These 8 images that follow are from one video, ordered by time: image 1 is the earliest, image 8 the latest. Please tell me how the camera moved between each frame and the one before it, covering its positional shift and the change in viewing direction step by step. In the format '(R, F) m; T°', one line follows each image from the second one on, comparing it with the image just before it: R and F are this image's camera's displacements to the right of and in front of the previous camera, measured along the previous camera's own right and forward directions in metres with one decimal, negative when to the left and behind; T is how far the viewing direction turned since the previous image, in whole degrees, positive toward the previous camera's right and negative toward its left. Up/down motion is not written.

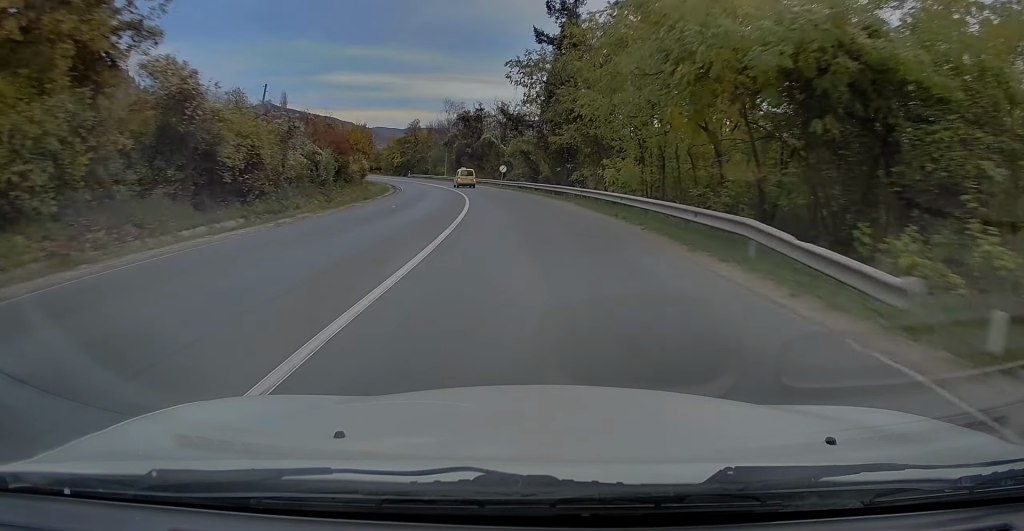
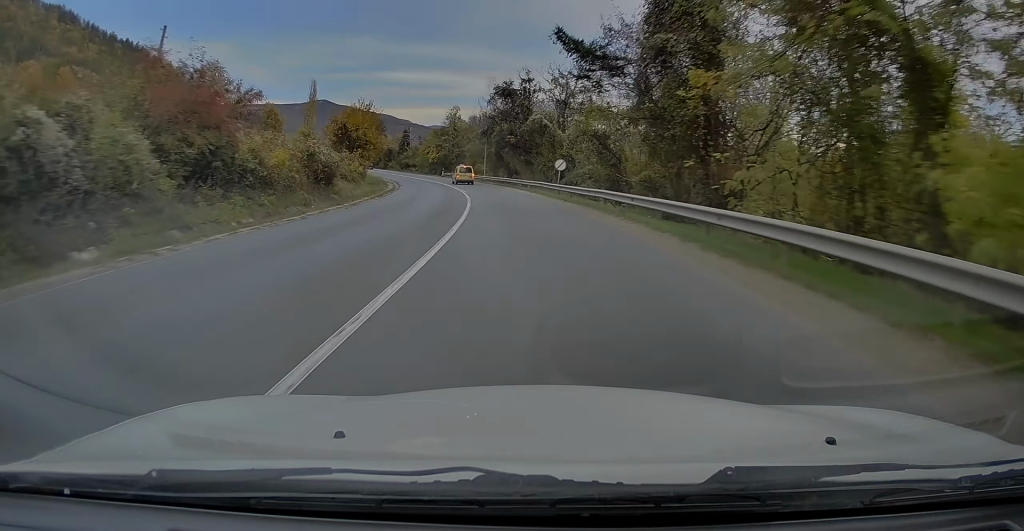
(-1.6, +25.0) m; -6°
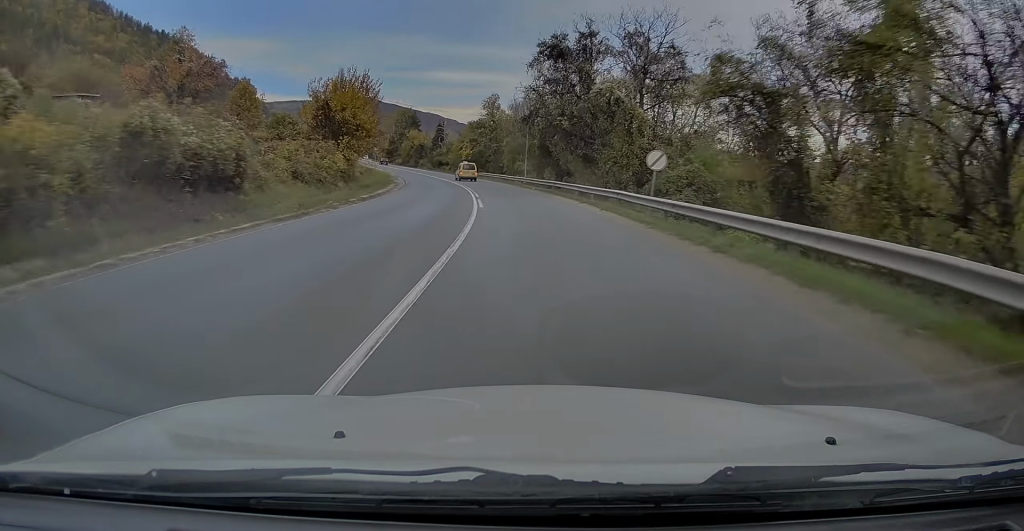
(-0.8, +19.2) m; -4°
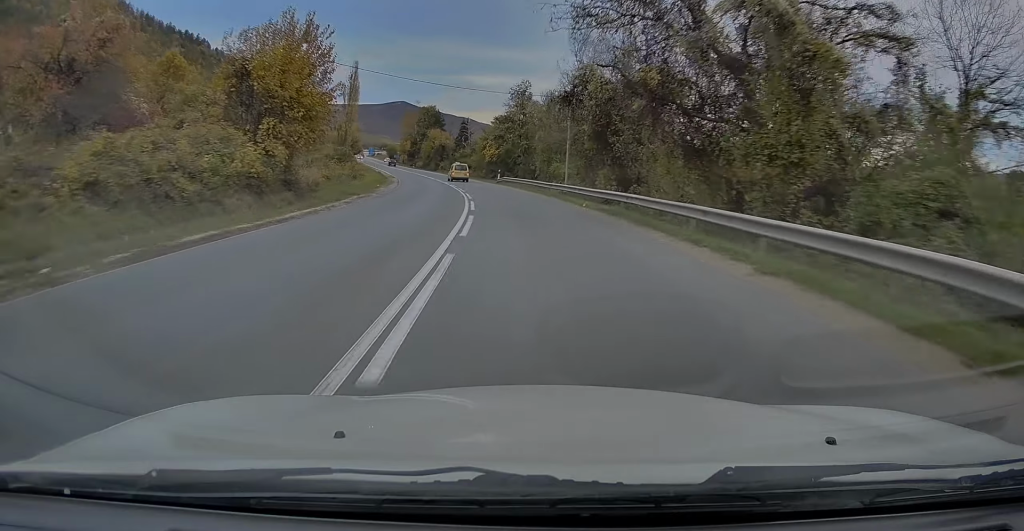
(-0.5, +18.6) m; -2°
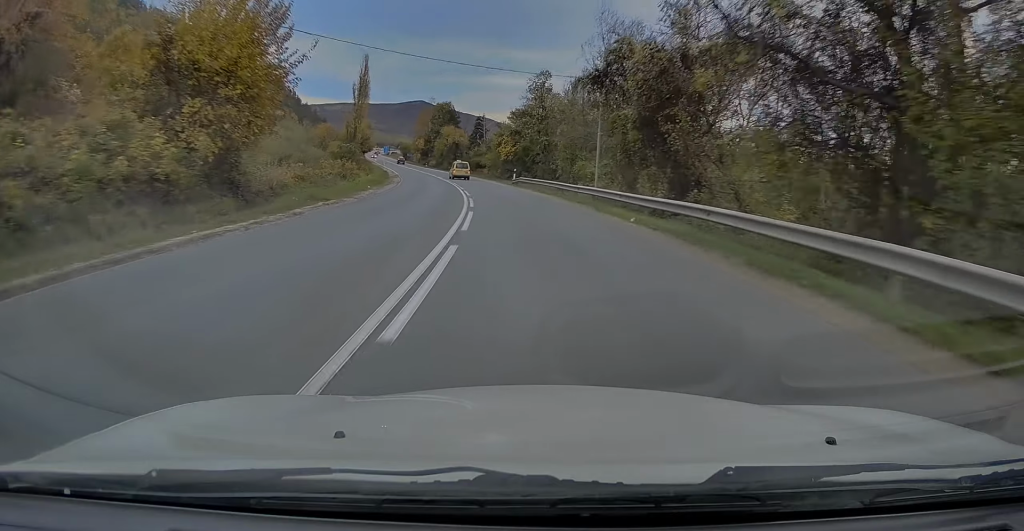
(+0.1, +8.0) m; -1°
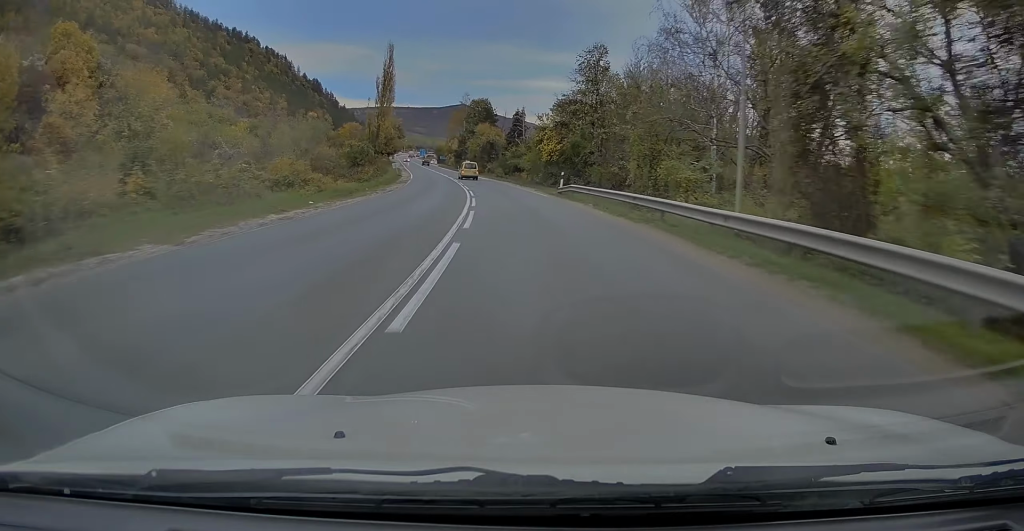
(-0.3, +17.5) m; -3°
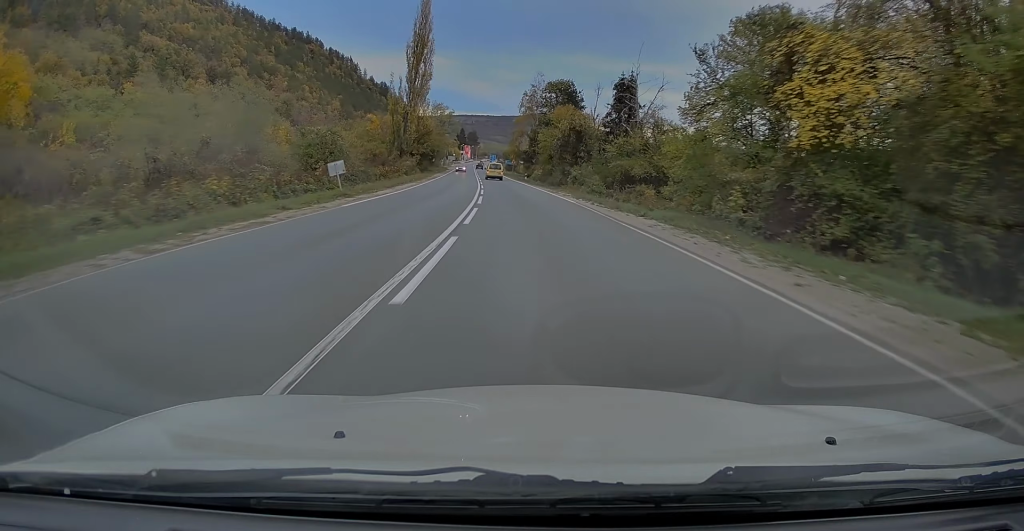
(-4.0, +43.5) m; -9°
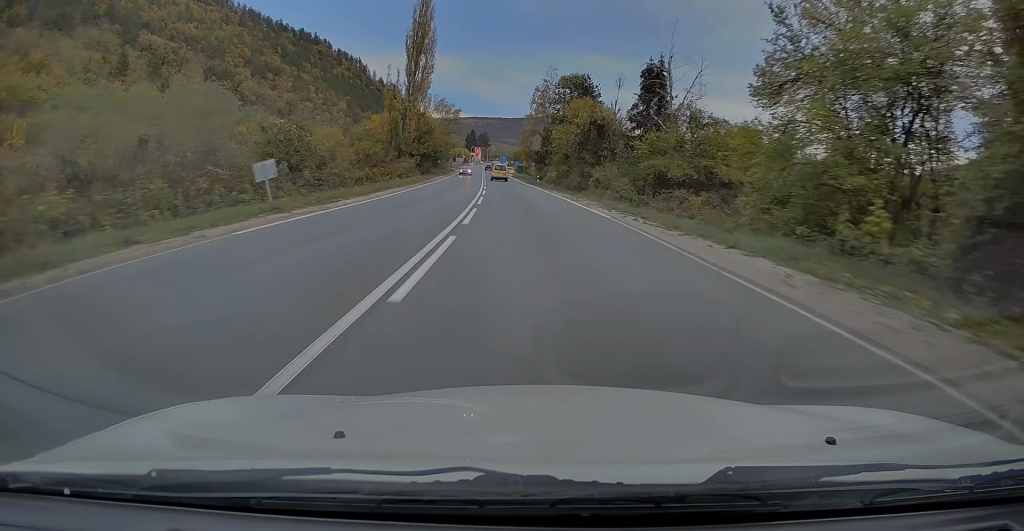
(-0.1, +8.8) m; -1°
